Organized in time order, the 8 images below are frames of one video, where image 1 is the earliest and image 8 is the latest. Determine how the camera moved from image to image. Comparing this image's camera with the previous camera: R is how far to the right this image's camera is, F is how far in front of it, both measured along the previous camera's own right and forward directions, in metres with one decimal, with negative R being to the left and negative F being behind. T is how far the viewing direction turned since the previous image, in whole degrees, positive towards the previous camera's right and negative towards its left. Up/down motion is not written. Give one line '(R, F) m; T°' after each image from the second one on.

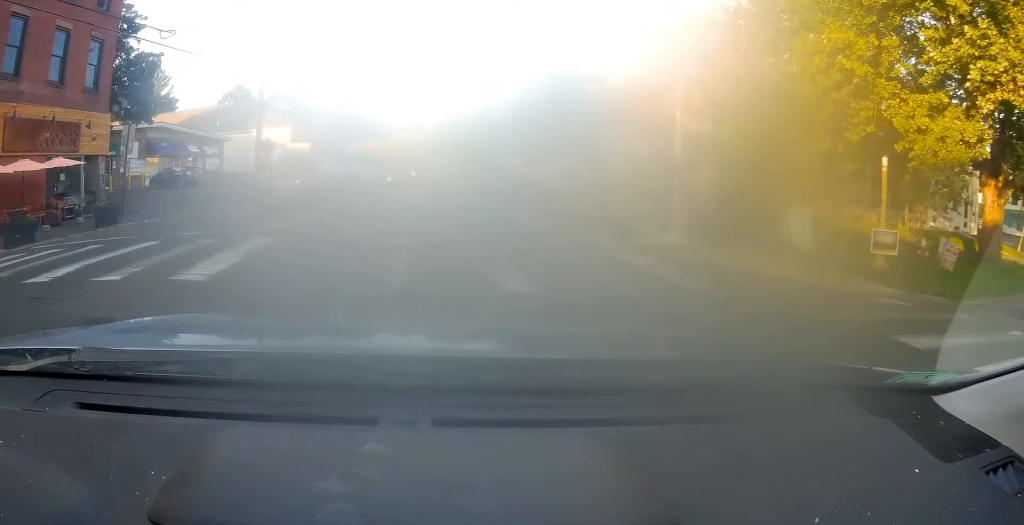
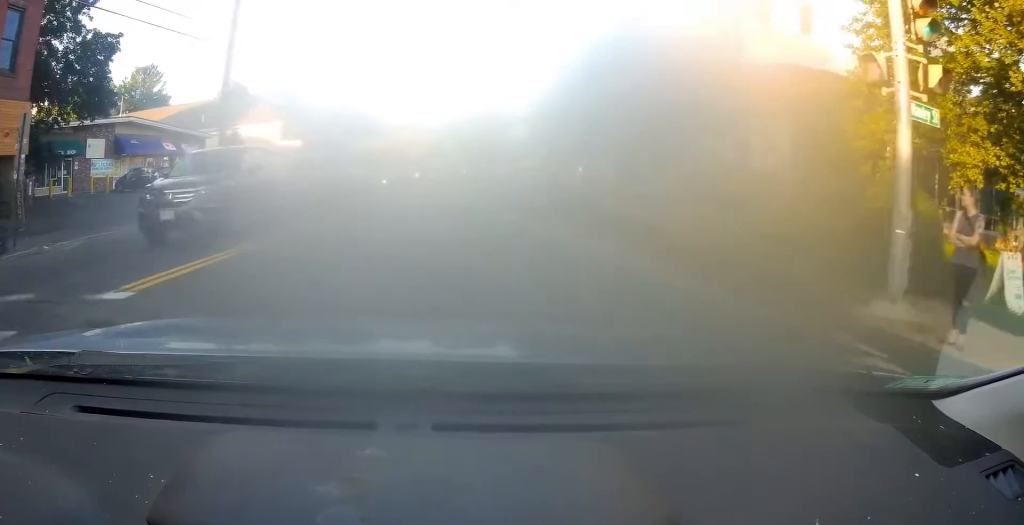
(+0.2, +6.8) m; +2°
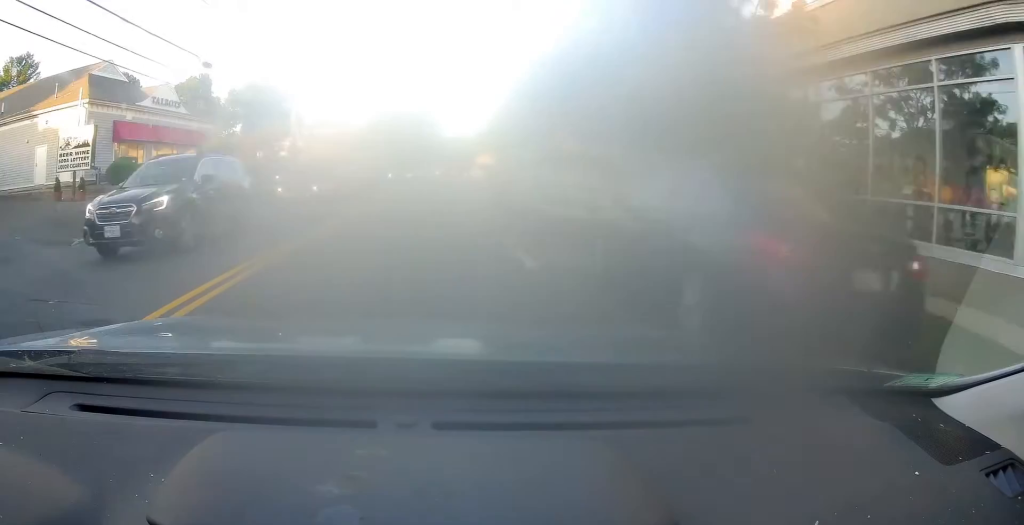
(+1.1, +26.5) m; +5°
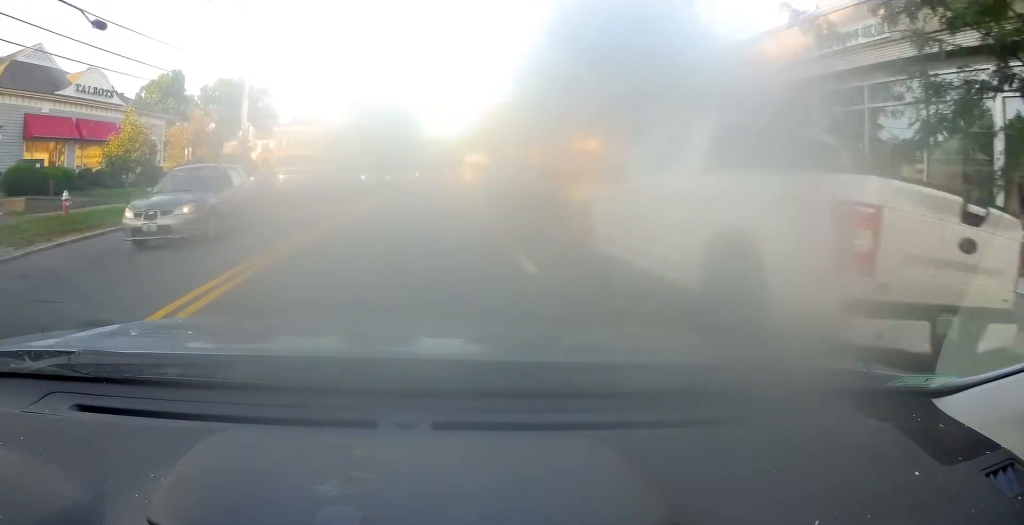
(-0.3, +7.7) m; +1°
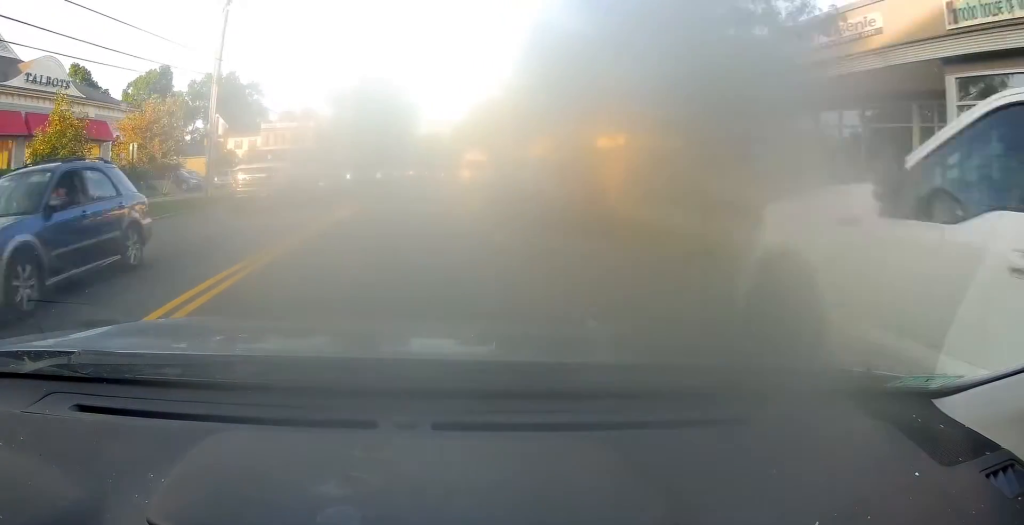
(0.0, +4.5) m; +1°
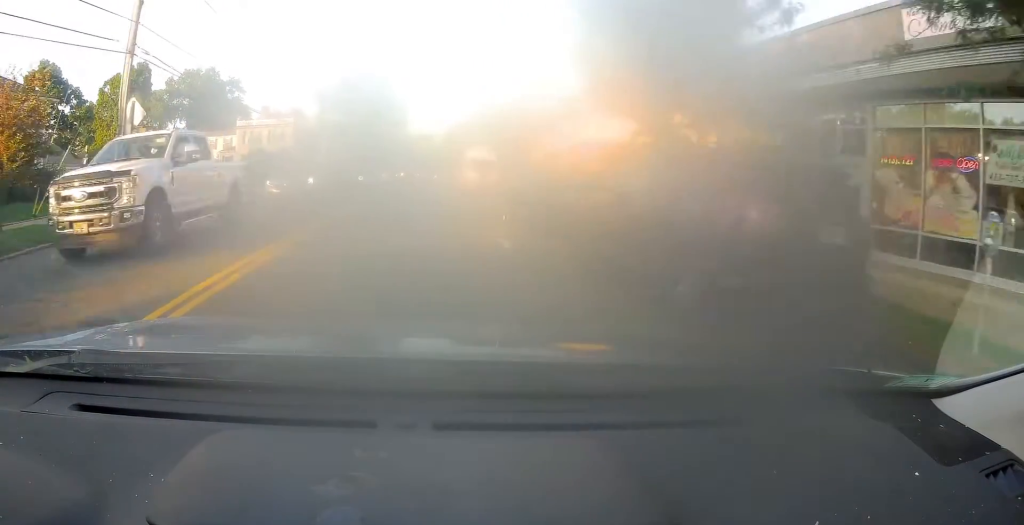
(+0.4, +8.8) m; +3°
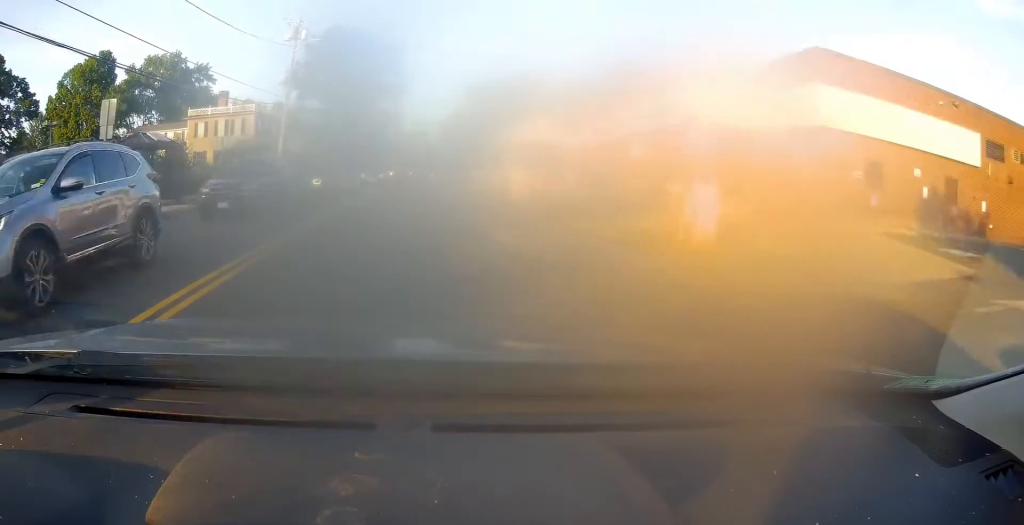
(+0.1, +16.6) m; -1°
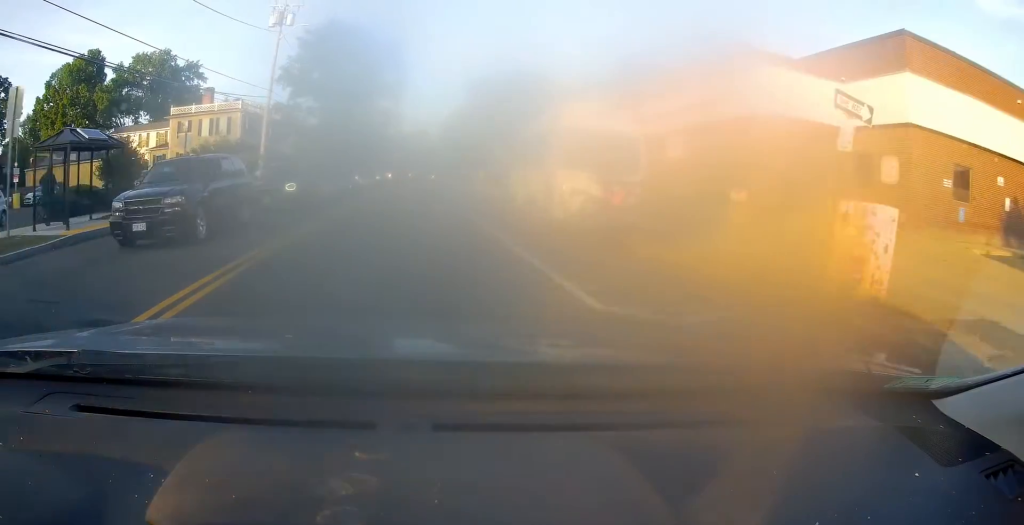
(+0.1, +5.0) m; -1°
